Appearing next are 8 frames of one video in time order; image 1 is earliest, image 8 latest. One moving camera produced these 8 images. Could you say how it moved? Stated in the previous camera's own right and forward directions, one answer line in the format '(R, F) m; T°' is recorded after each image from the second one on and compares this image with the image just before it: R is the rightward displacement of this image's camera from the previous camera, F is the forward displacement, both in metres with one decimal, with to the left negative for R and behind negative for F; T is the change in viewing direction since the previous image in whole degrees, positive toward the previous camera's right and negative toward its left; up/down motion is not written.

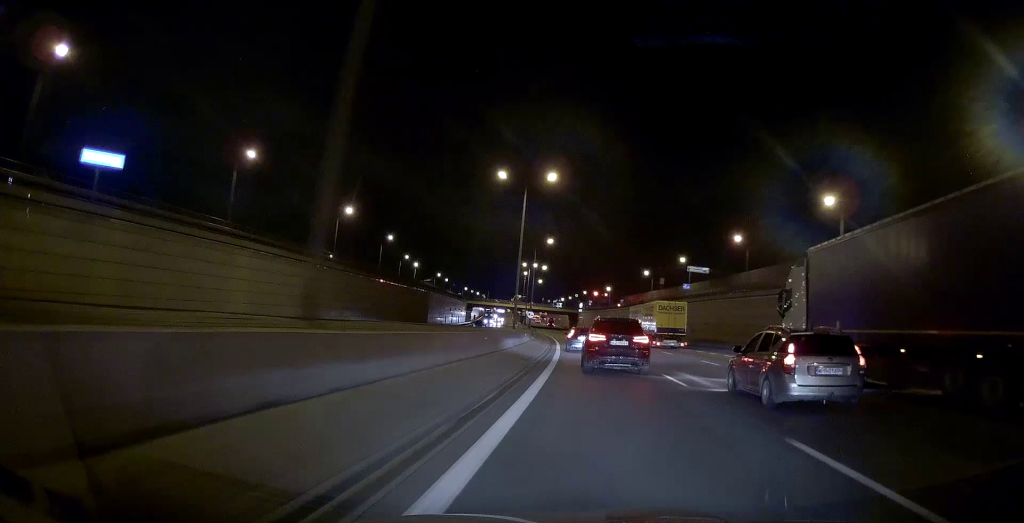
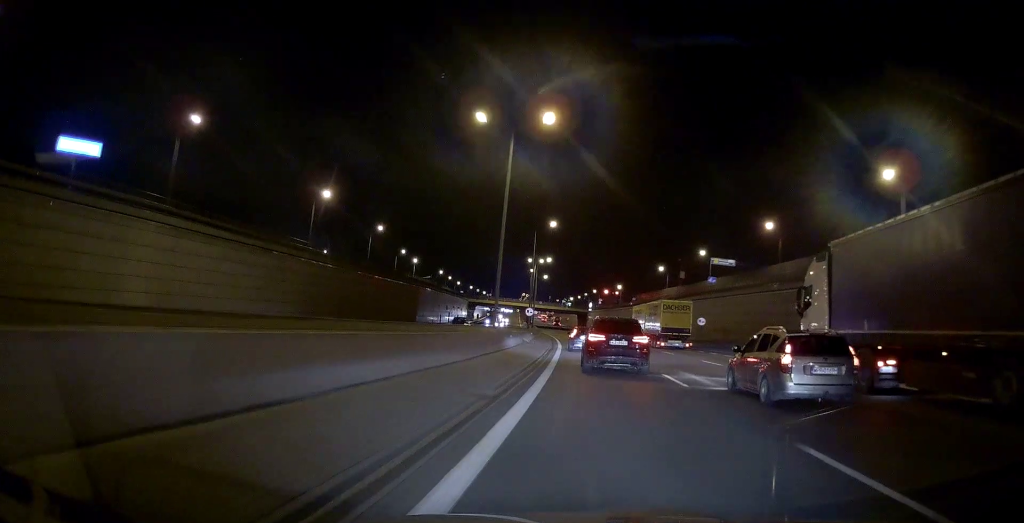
(-0.1, +13.7) m; -1°
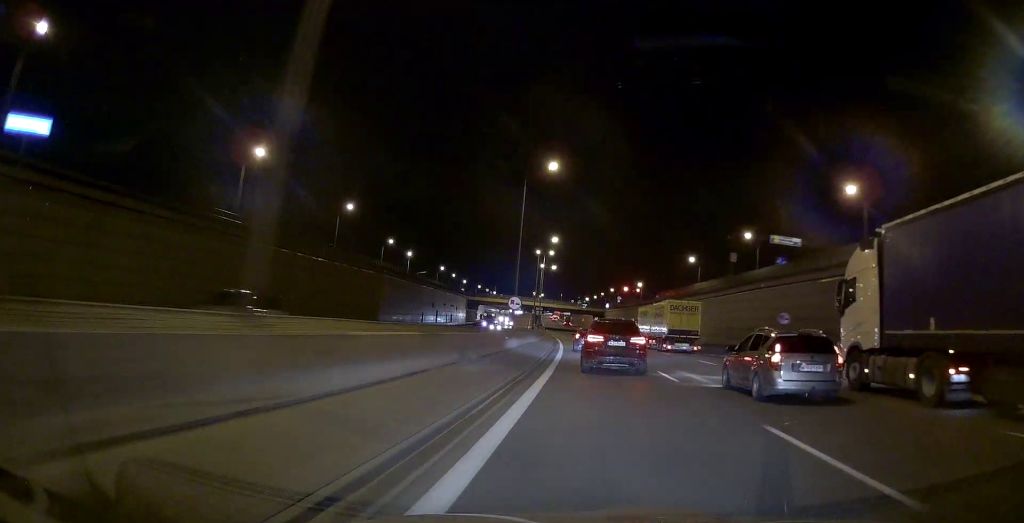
(-0.4, +24.4) m; -1°
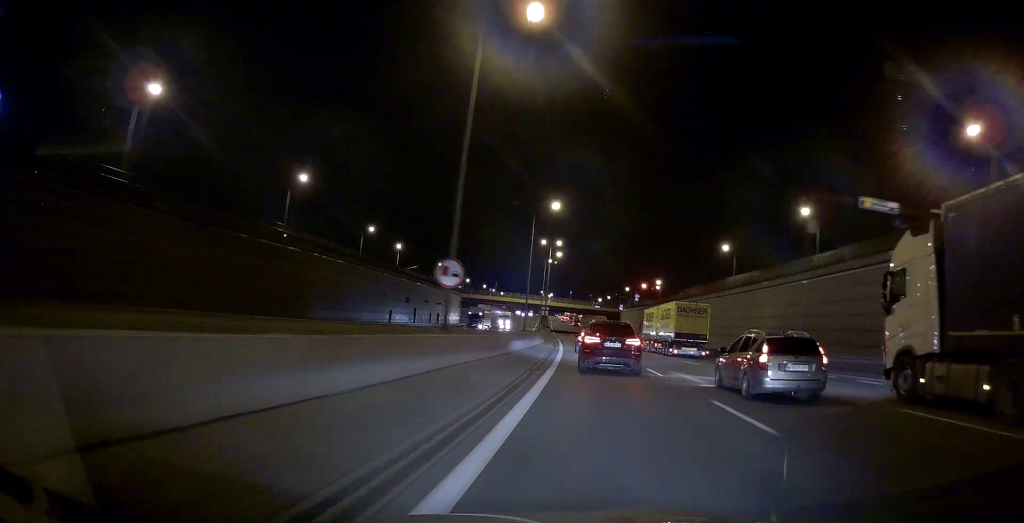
(-0.2, +21.2) m; -1°
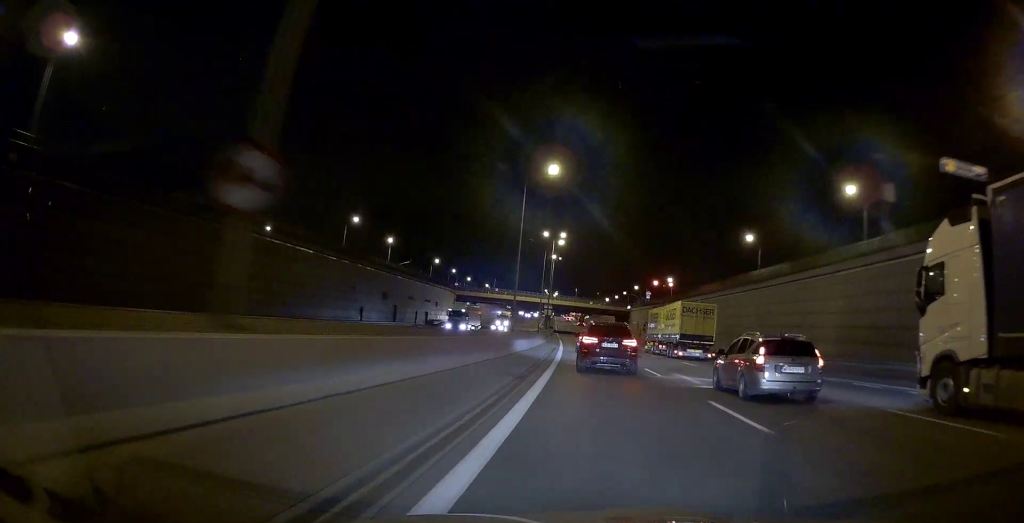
(0.0, +11.8) m; 0°
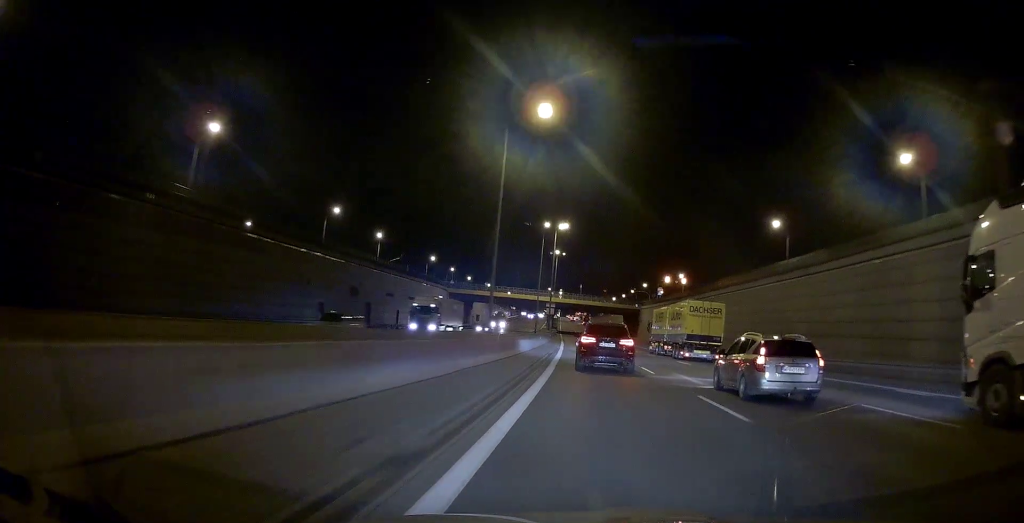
(-0.1, +11.1) m; -1°
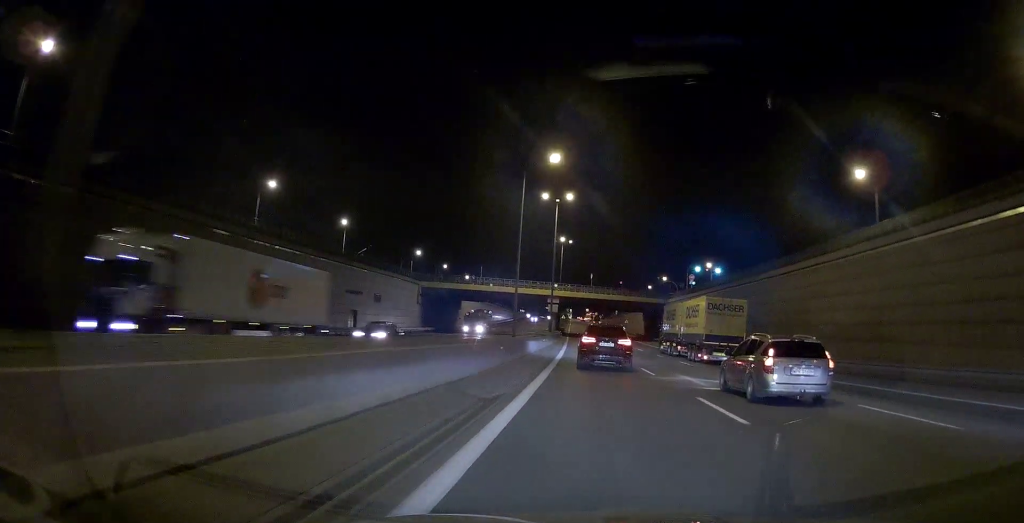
(-0.3, +24.3) m; -1°
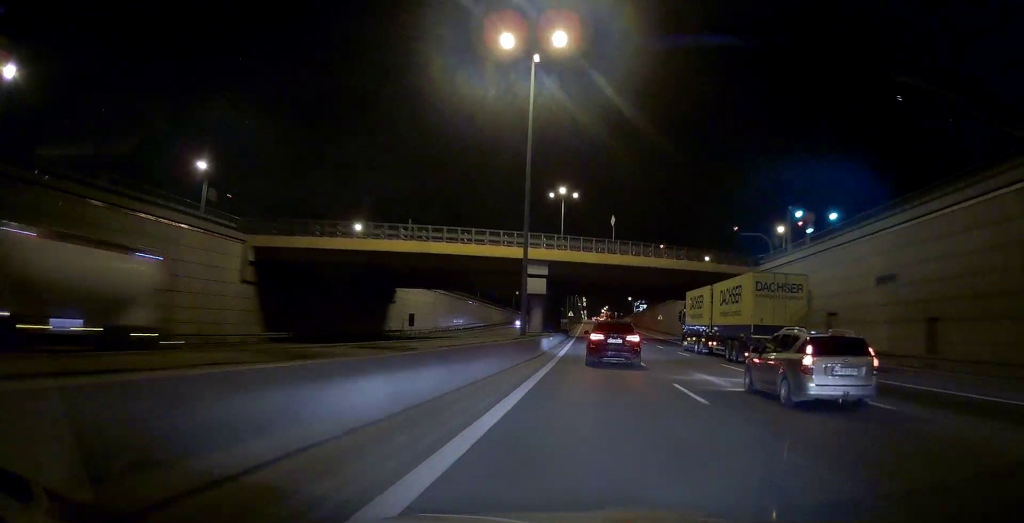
(-0.7, +45.9) m; -1°
